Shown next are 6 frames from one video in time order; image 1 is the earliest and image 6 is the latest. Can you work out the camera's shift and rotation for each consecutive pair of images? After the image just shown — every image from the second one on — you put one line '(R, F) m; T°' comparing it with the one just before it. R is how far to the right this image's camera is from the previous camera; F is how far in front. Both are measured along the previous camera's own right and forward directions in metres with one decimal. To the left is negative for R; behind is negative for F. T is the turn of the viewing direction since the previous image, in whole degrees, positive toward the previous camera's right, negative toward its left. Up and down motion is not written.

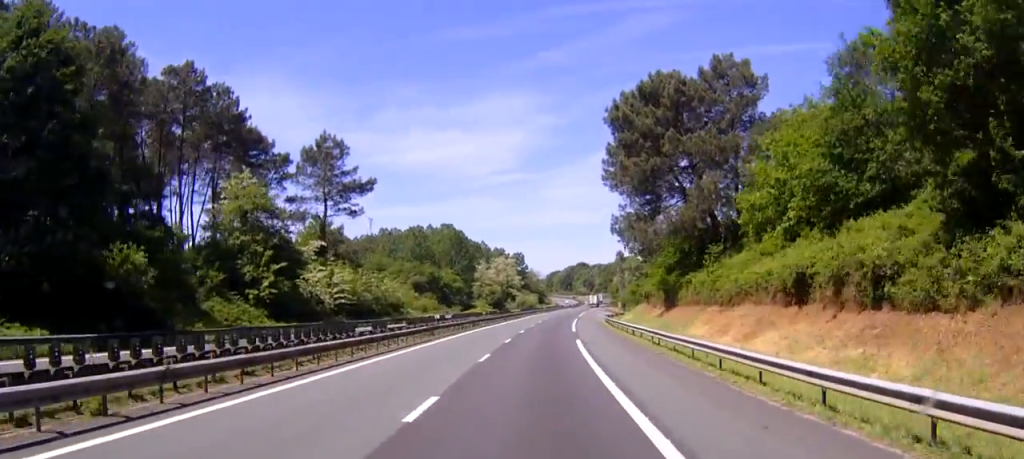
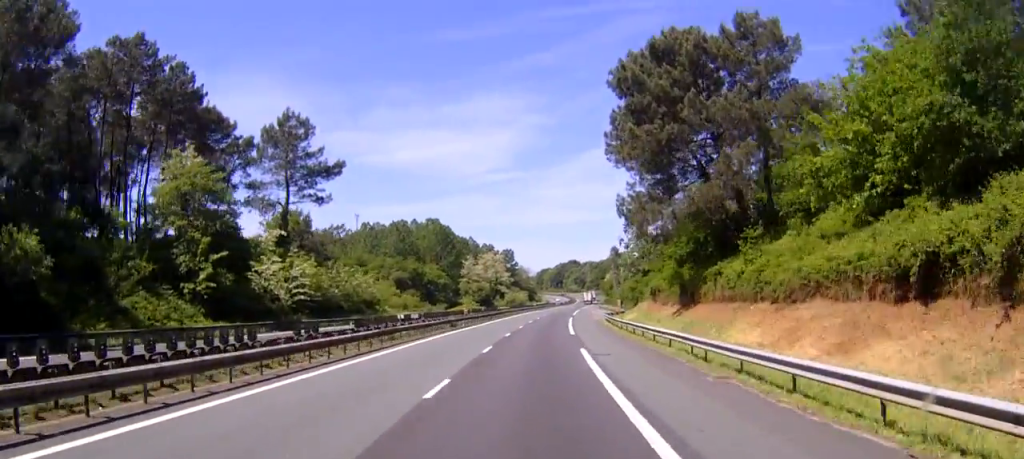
(0.0, +10.5) m; 0°
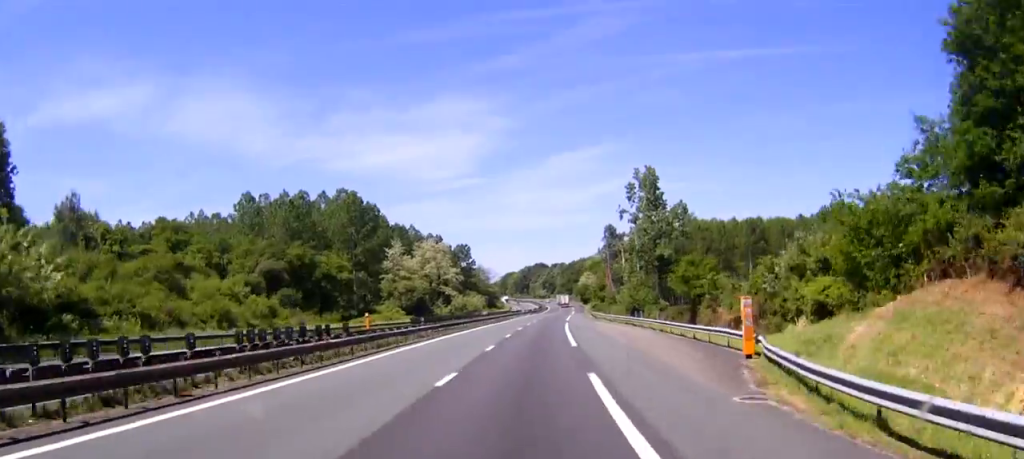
(+1.5, +61.8) m; +4°
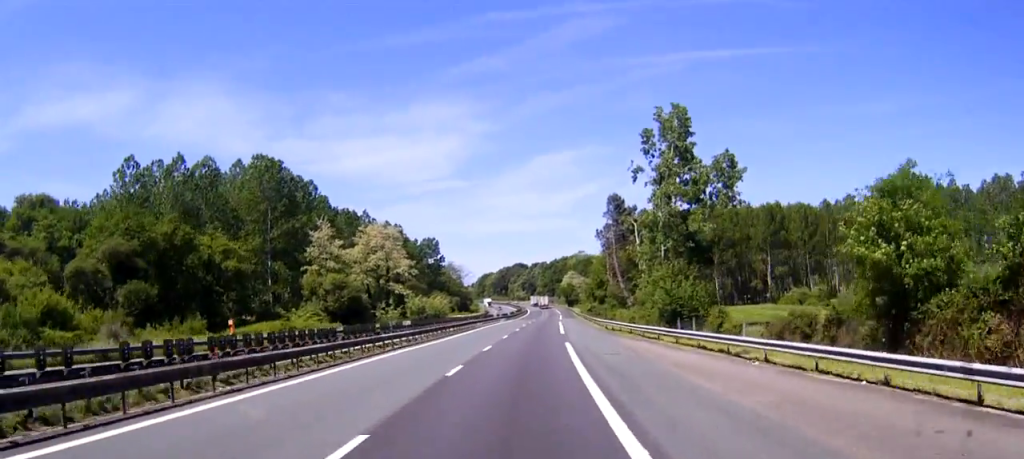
(+0.2, +35.5) m; 0°
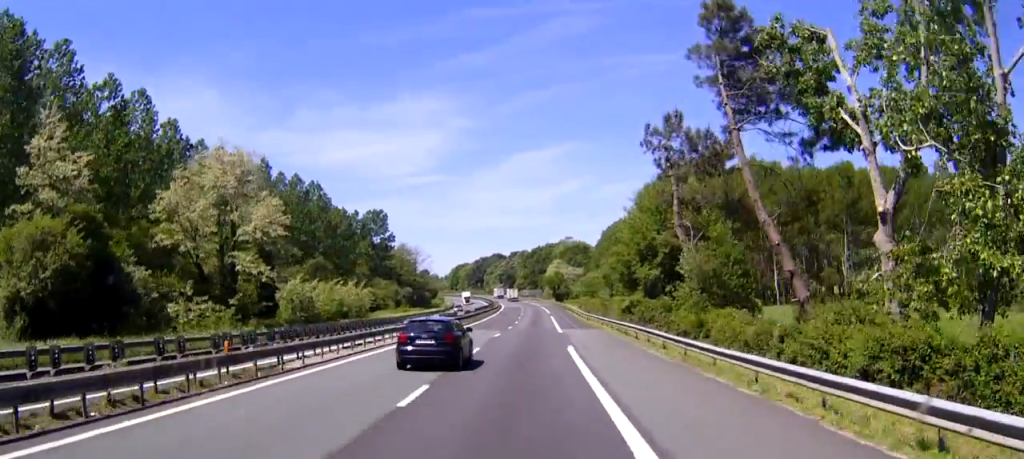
(+0.8, +58.9) m; +1°
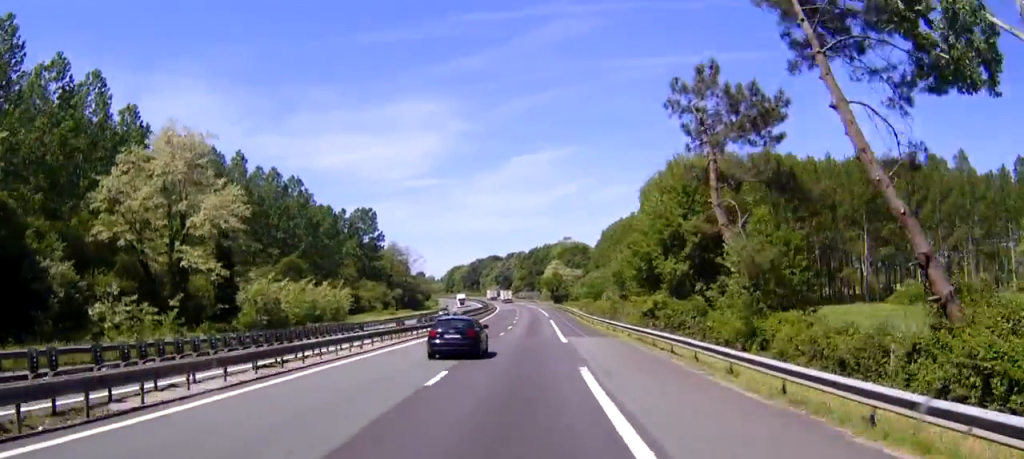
(0.0, +9.9) m; 0°
